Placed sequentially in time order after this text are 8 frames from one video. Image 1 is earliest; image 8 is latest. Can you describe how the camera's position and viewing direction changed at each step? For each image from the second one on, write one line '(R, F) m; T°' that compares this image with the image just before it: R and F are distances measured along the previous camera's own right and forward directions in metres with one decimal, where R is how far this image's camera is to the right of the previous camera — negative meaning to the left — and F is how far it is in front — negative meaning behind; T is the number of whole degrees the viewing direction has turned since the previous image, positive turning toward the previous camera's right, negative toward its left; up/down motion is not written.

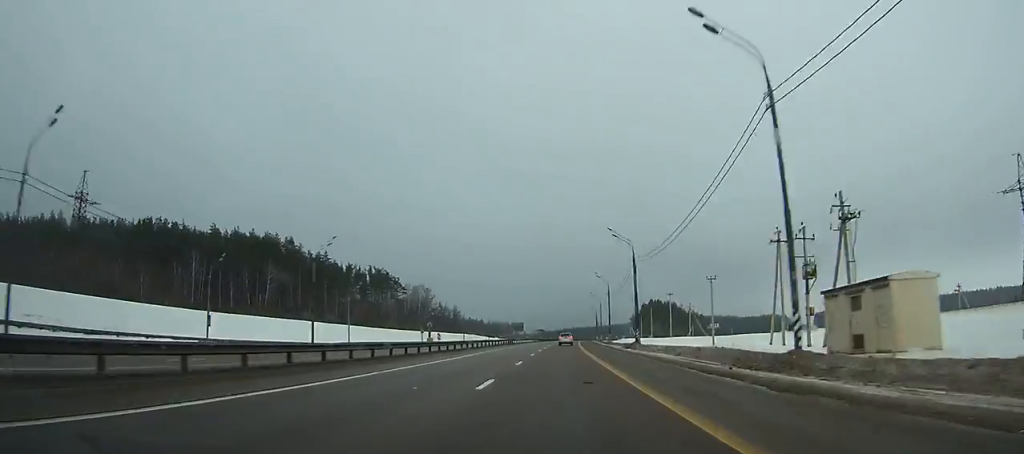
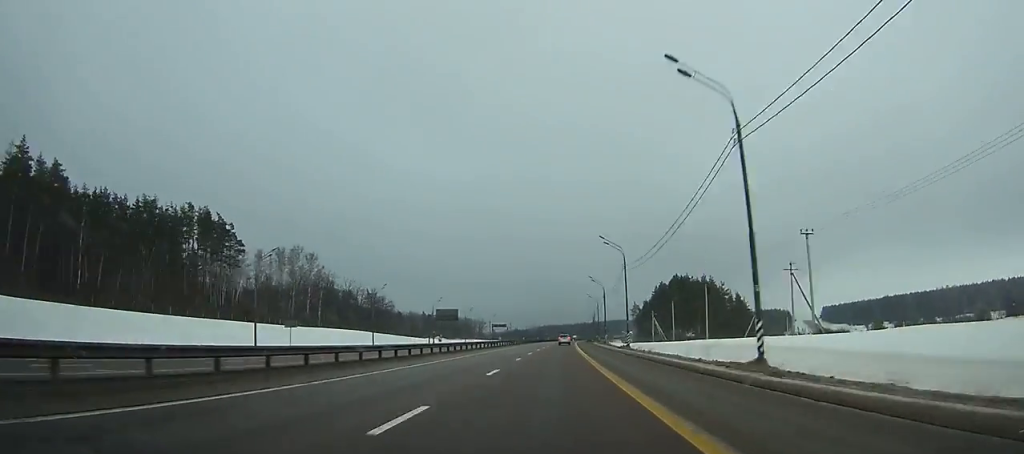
(+2.1, +109.1) m; +2°
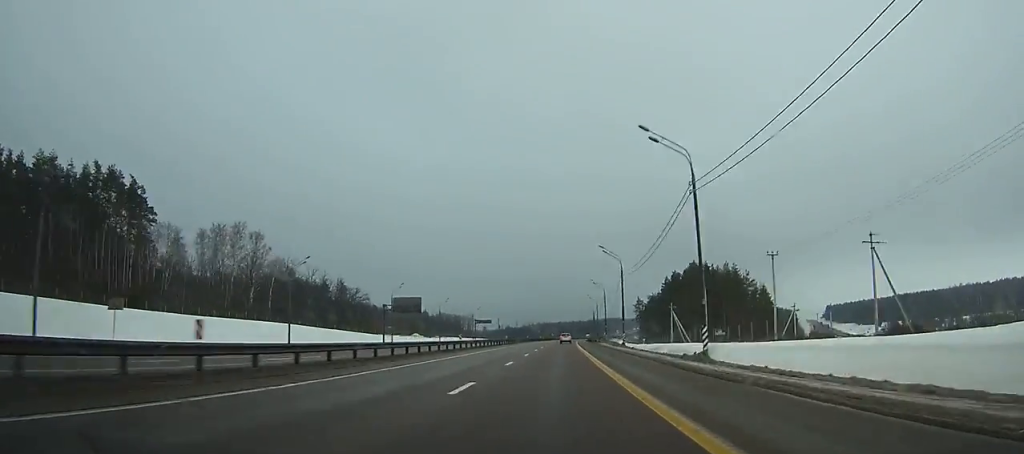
(0.0, +30.8) m; 0°
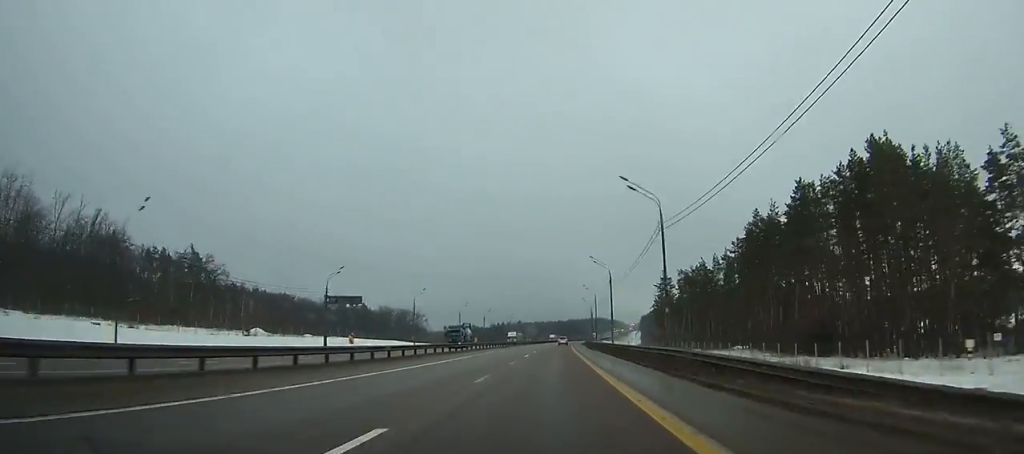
(+1.4, +101.2) m; +2°
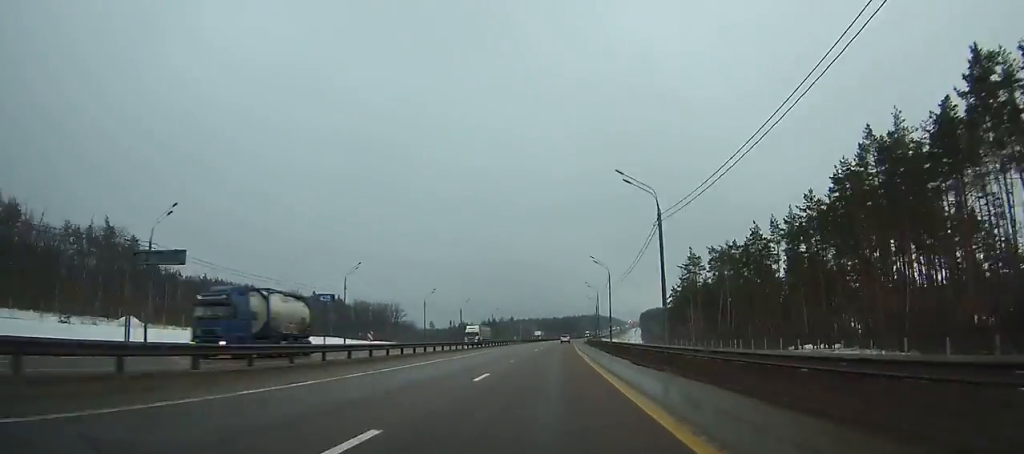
(+0.2, +34.9) m; +1°
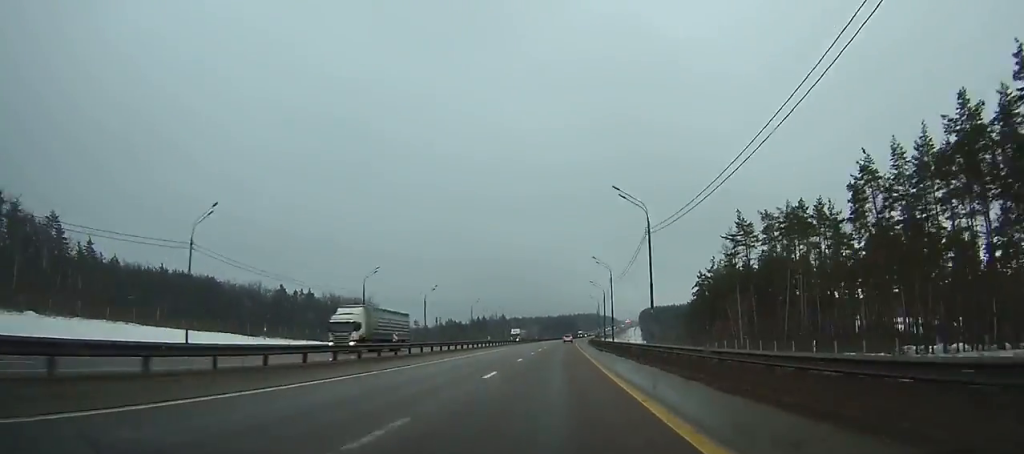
(-0.3, +34.9) m; +1°
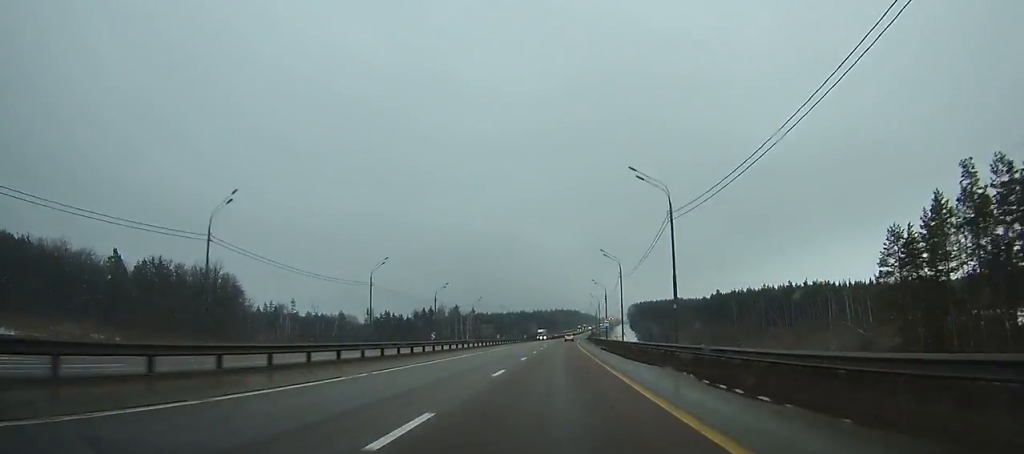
(+3.0, +105.5) m; +3°
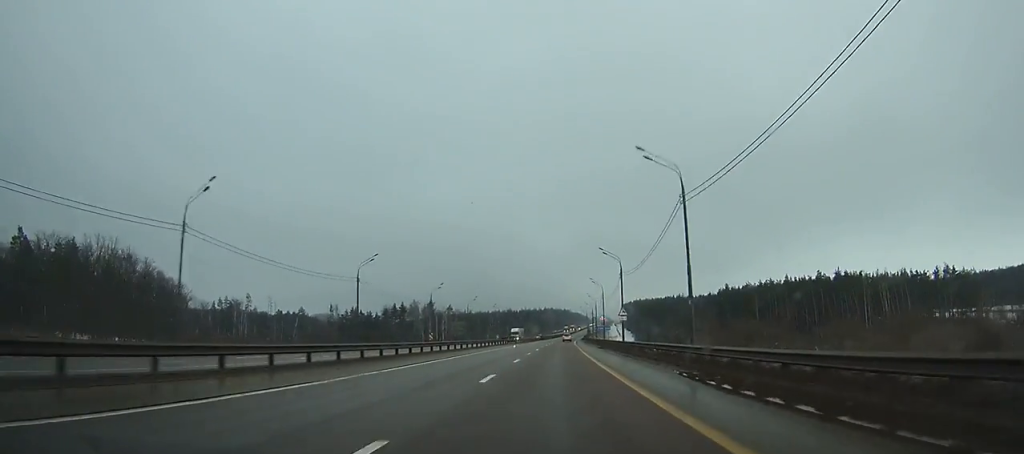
(+0.3, +36.8) m; +1°
